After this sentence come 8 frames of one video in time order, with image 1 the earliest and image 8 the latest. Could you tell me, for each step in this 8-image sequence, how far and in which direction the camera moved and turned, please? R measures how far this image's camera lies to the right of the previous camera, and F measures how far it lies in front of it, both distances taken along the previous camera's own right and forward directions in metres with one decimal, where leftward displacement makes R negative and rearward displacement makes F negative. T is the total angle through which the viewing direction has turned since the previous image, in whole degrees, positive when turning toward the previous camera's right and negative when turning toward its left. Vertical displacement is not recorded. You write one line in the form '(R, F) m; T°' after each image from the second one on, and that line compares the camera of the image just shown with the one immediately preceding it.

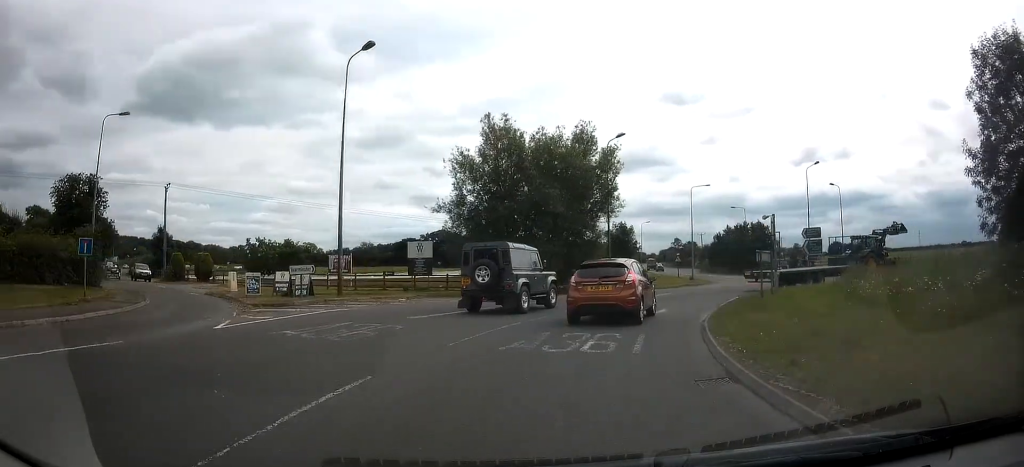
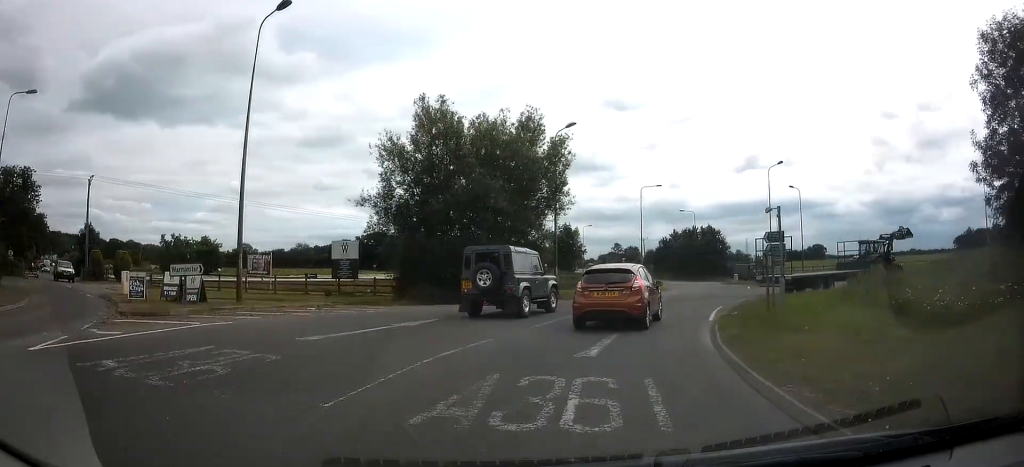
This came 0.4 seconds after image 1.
(0.0, +4.0) m; +1°
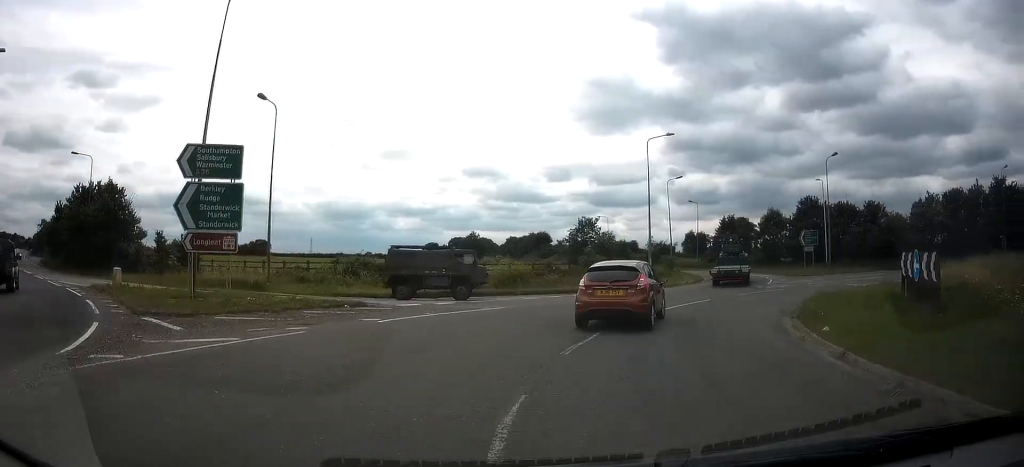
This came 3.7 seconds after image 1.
(+15.0, +26.2) m; +65°
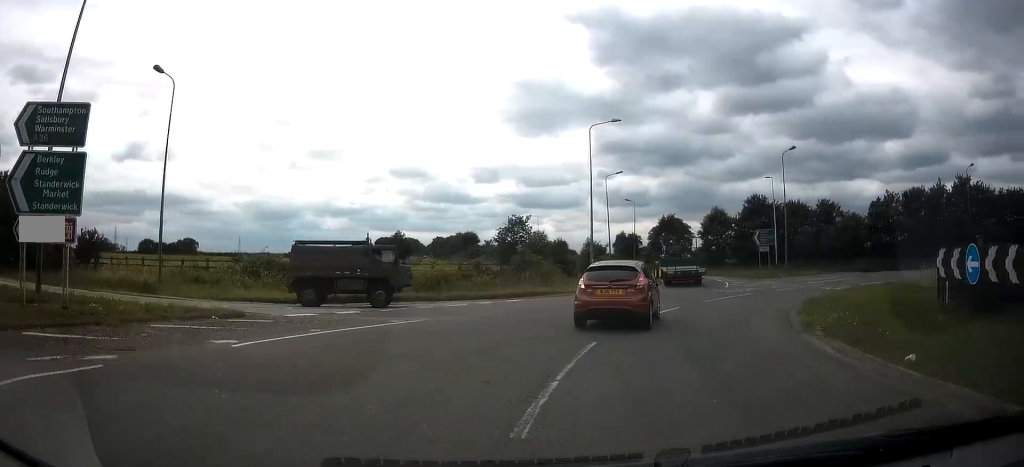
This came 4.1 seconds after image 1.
(+0.4, +4.3) m; +6°
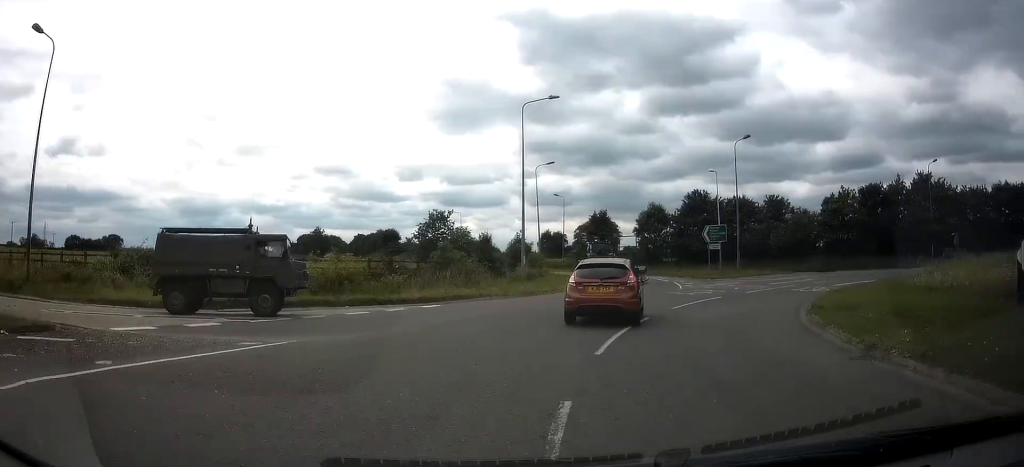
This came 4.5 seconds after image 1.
(+0.5, +4.7) m; +6°
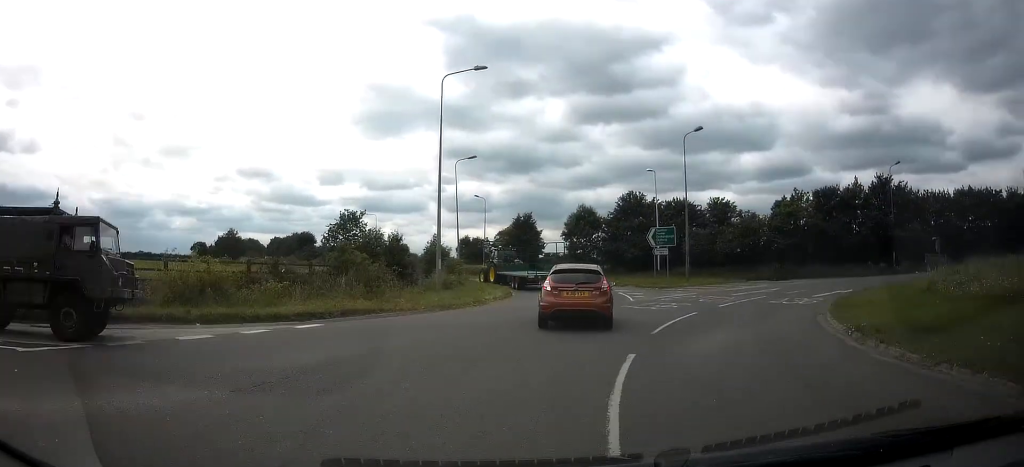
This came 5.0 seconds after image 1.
(+0.3, +5.5) m; +6°
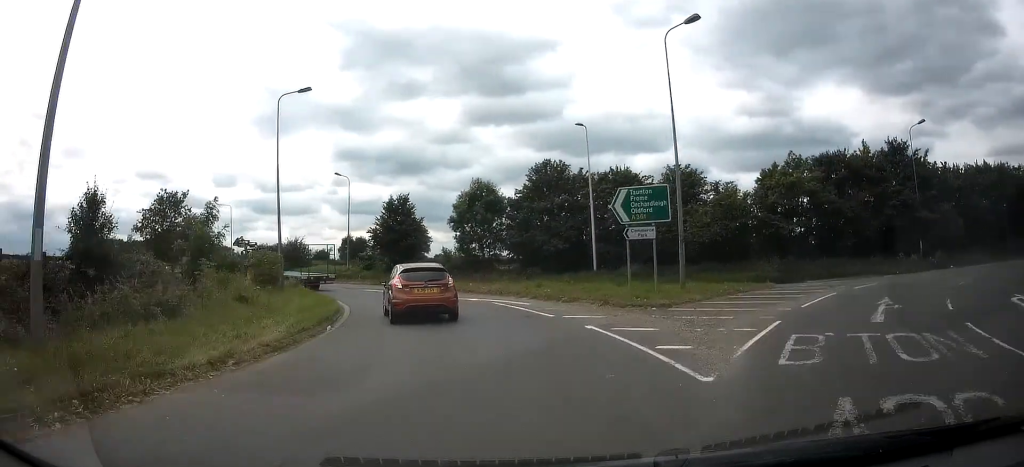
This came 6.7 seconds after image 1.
(+2.1, +18.5) m; +11°
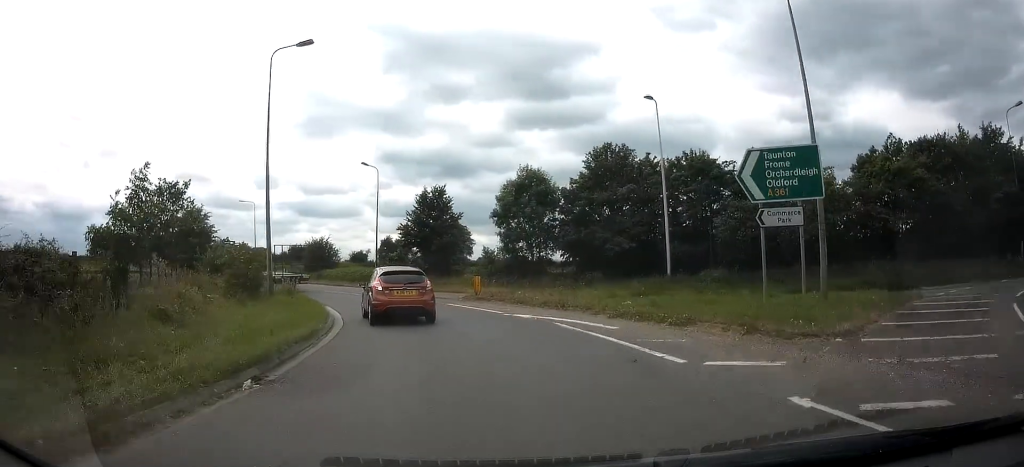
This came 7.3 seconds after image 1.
(+0.2, +7.0) m; -2°
